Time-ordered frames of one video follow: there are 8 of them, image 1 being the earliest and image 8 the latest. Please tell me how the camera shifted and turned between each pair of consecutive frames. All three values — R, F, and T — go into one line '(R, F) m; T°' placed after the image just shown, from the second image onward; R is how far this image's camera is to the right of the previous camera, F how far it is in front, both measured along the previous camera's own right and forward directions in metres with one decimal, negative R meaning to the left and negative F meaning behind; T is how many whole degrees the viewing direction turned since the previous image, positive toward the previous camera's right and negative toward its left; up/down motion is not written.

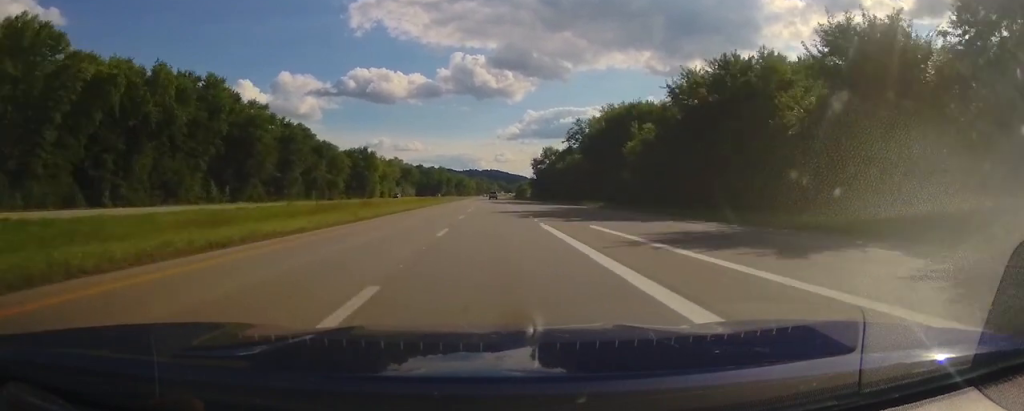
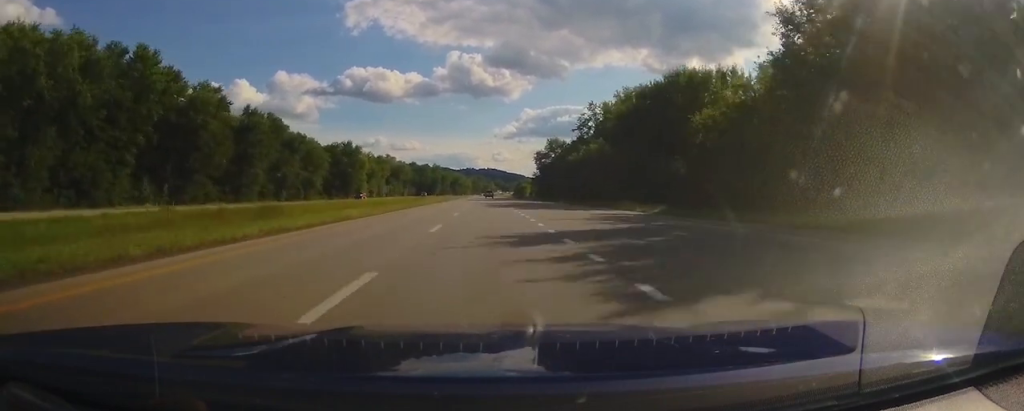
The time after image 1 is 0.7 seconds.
(0.0, +23.4) m; 0°
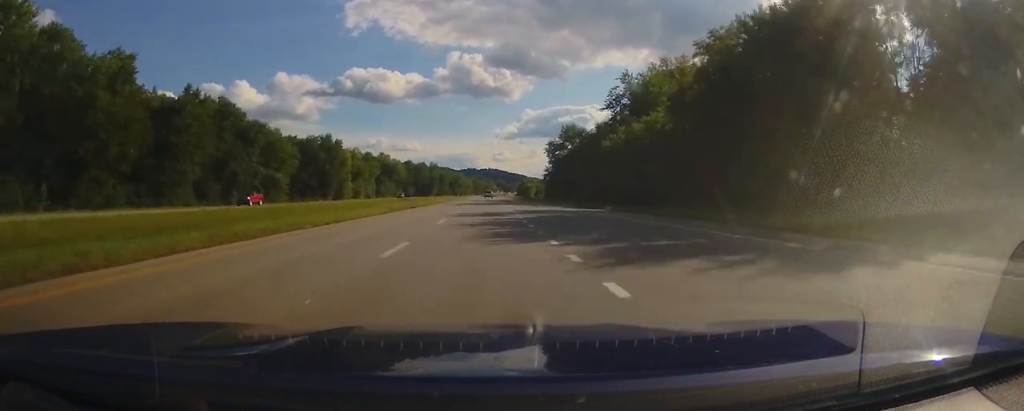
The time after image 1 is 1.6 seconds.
(+0.1, +31.0) m; +1°
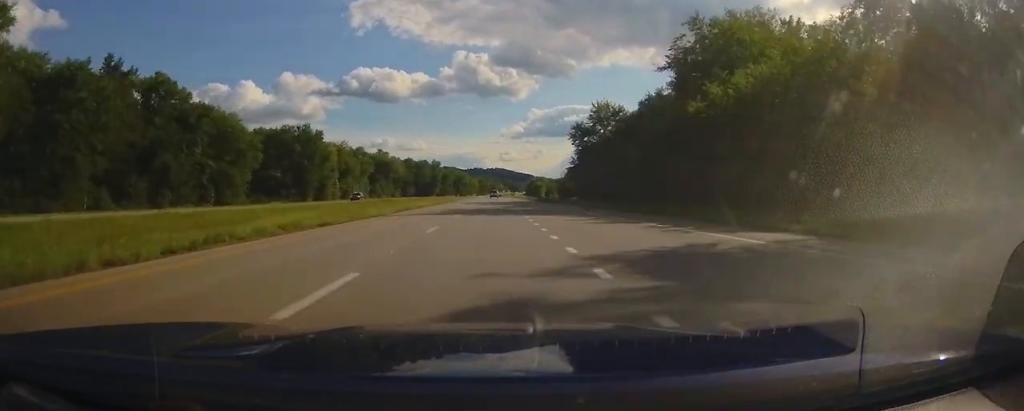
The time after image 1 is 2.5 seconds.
(+0.4, +29.8) m; -1°
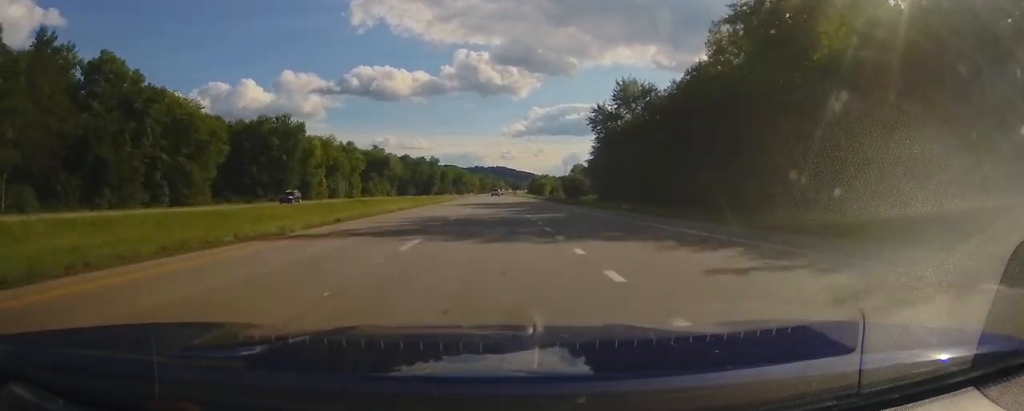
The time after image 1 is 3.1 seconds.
(-0.4, +17.7) m; -1°
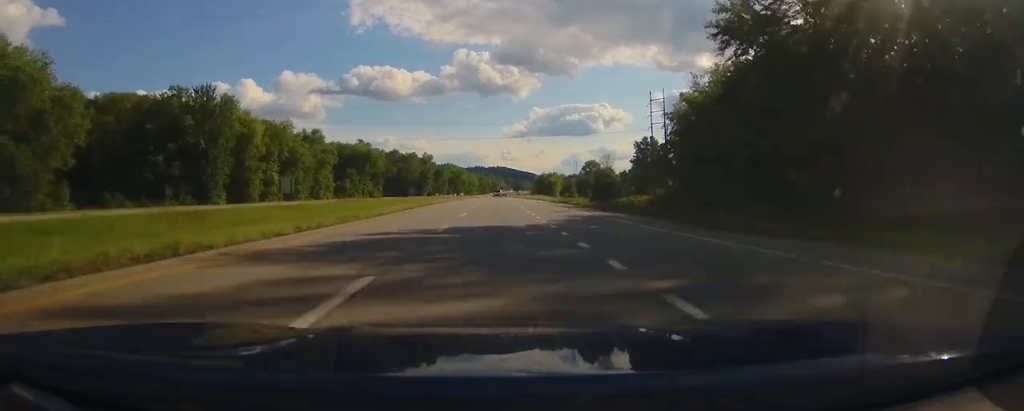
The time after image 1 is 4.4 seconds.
(-0.6, +44.4) m; 0°
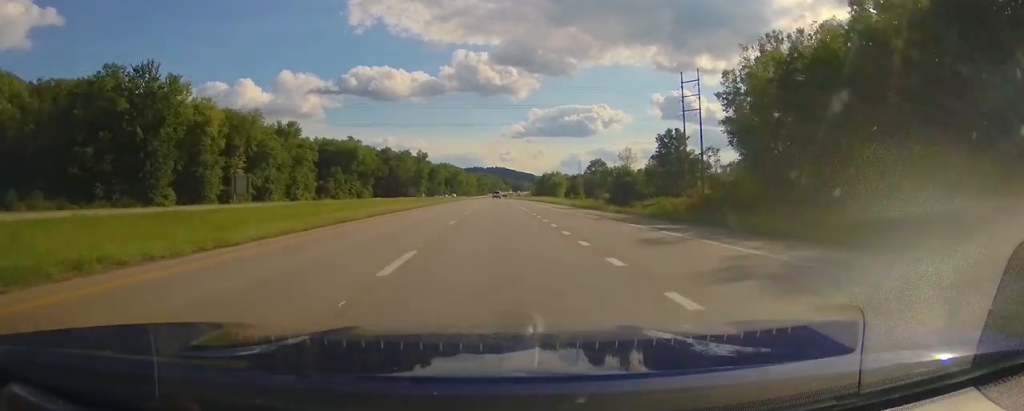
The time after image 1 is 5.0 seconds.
(+0.2, +20.9) m; 0°
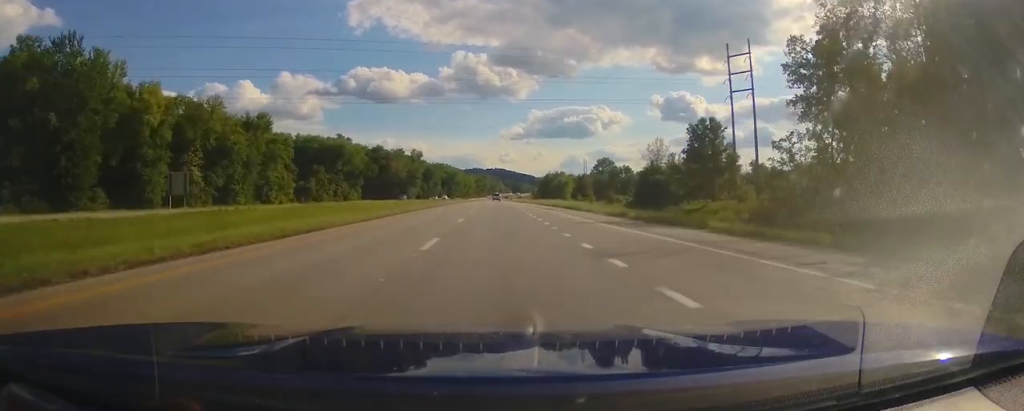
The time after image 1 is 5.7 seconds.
(+0.2, +20.8) m; 0°
